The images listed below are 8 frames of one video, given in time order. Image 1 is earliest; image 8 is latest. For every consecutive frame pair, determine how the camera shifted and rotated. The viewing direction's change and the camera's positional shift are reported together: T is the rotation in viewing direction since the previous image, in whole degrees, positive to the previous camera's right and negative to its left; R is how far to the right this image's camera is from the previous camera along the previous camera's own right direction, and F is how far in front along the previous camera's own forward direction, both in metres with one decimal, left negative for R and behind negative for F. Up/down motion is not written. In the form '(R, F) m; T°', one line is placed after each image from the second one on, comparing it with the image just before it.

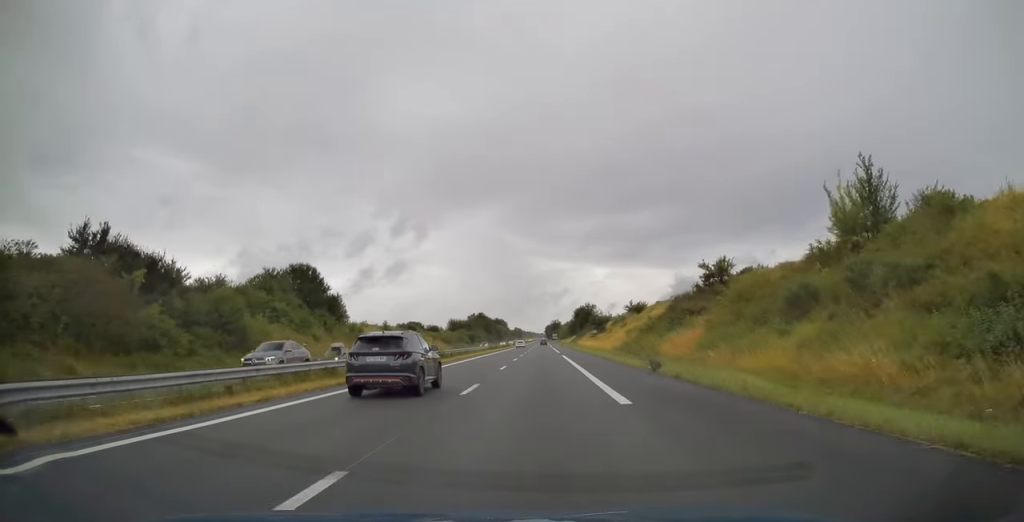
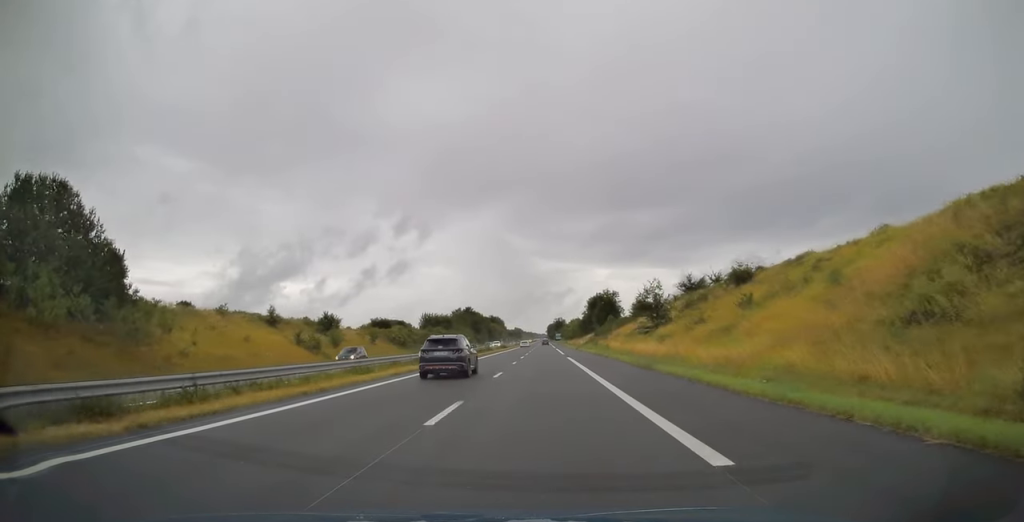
(-0.2, +58.0) m; 0°
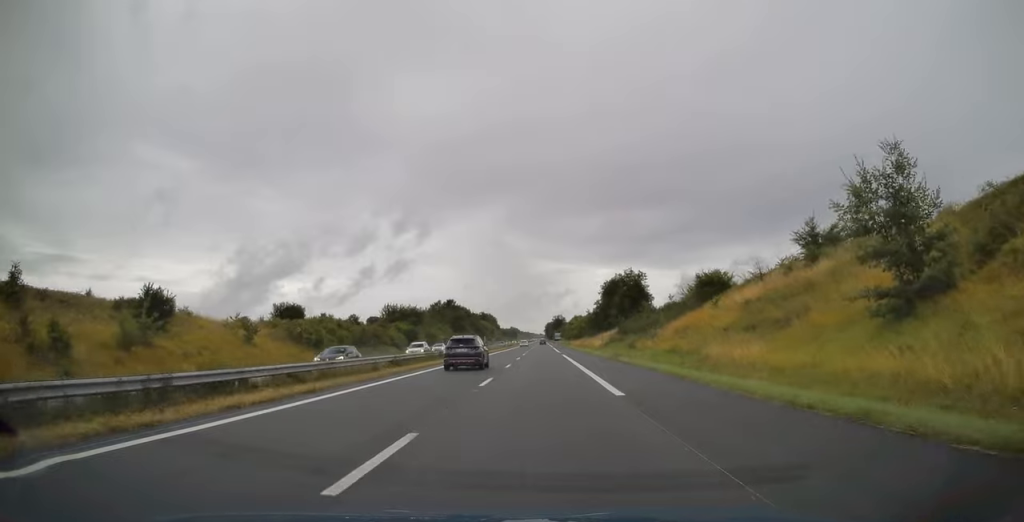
(-0.1, +43.5) m; 0°
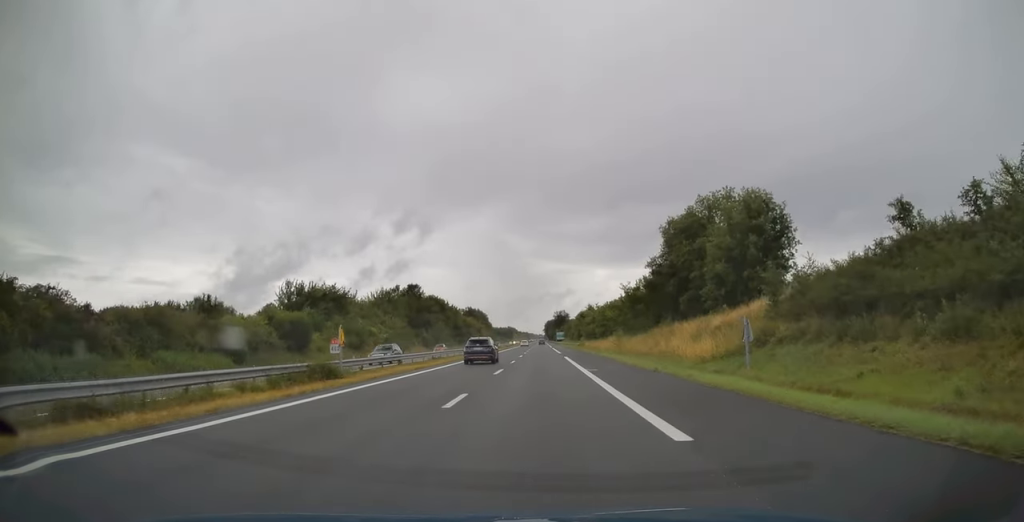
(+0.2, +58.6) m; 0°
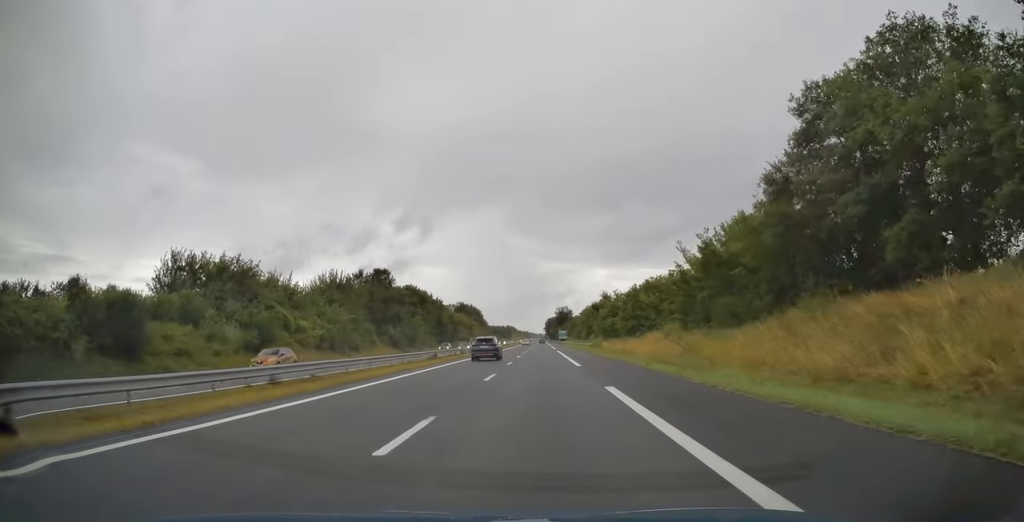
(0.0, +30.7) m; 0°
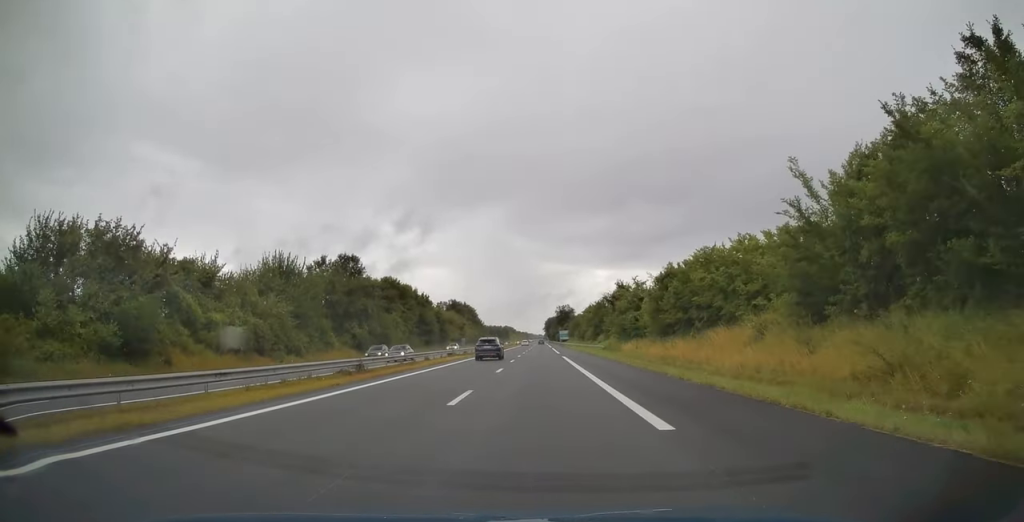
(0.0, +20.4) m; 0°
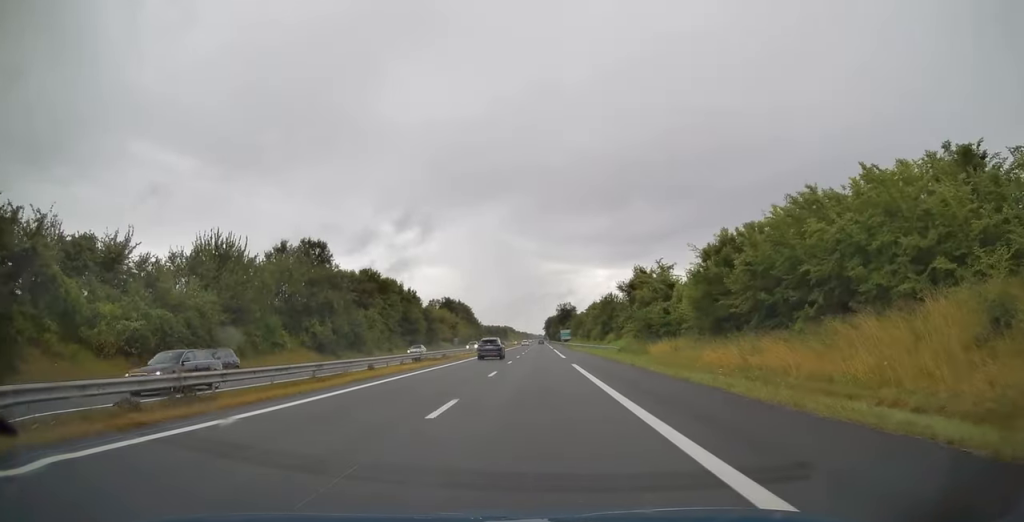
(0.0, +15.6) m; 0°
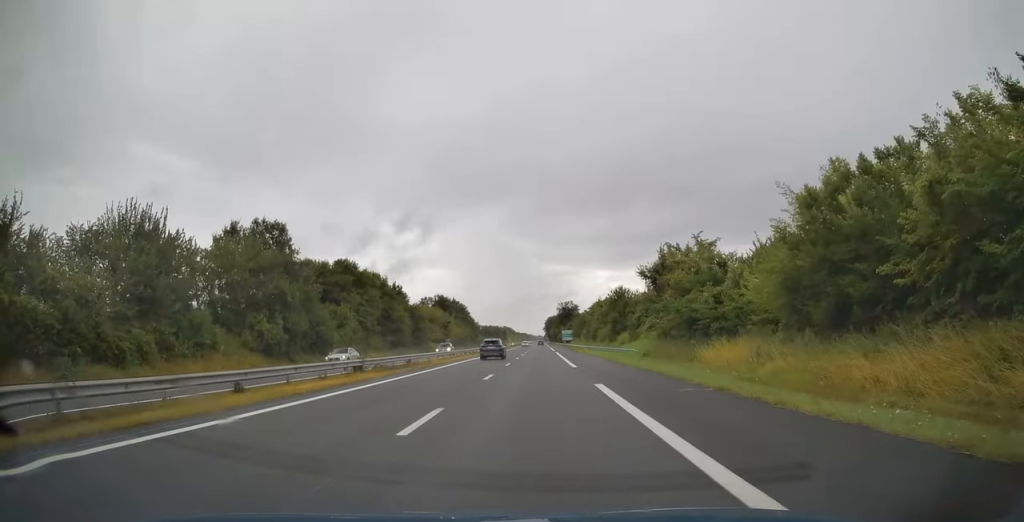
(0.0, +14.5) m; 0°
